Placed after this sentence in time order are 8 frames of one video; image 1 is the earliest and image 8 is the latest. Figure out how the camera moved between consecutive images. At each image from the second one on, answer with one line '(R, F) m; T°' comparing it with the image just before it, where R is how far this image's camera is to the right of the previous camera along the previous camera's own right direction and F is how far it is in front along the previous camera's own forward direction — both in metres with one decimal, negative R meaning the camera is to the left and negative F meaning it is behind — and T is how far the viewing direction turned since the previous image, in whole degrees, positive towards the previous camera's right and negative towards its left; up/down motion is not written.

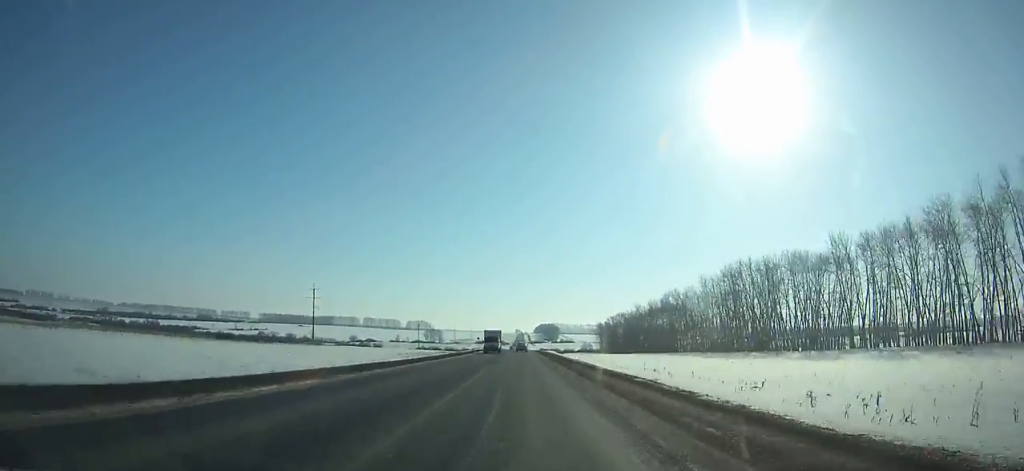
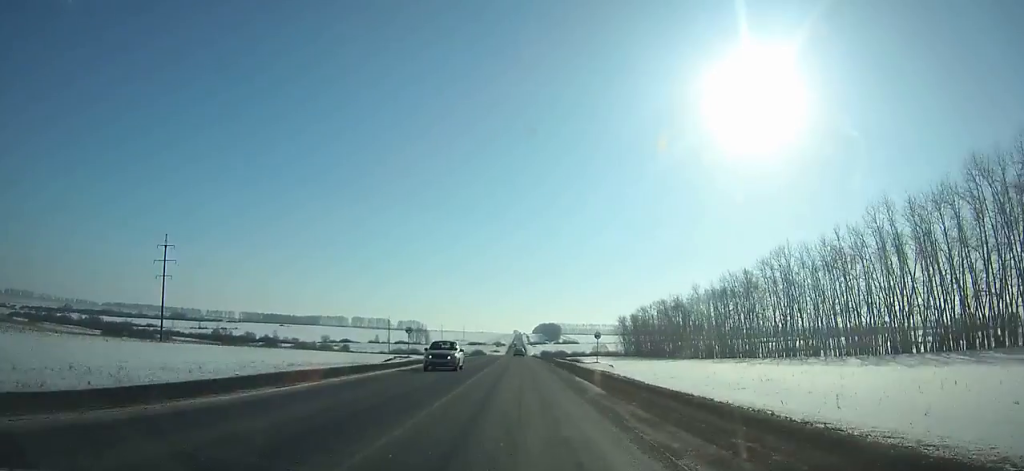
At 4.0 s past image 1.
(0.0, +89.9) m; 0°
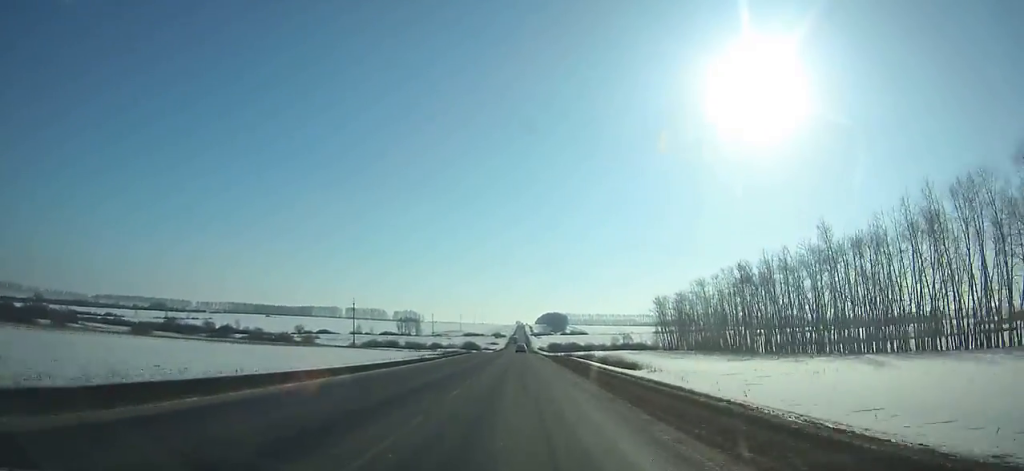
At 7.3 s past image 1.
(+0.1, +75.0) m; 0°
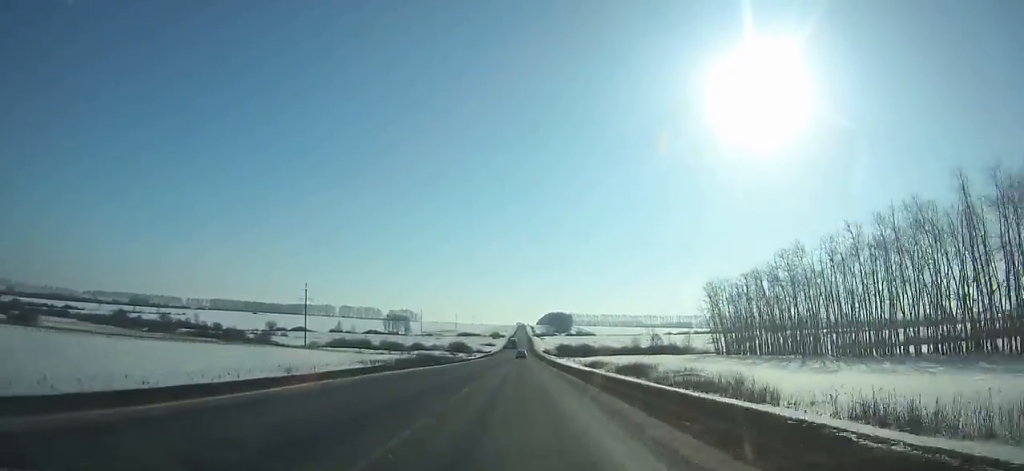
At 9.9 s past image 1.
(+0.1, +59.8) m; 0°
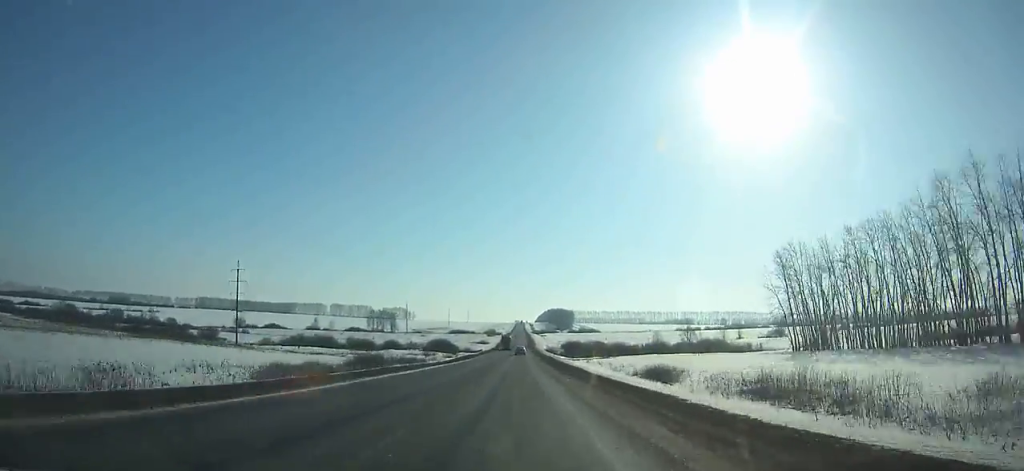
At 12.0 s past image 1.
(0.0, +49.1) m; 0°
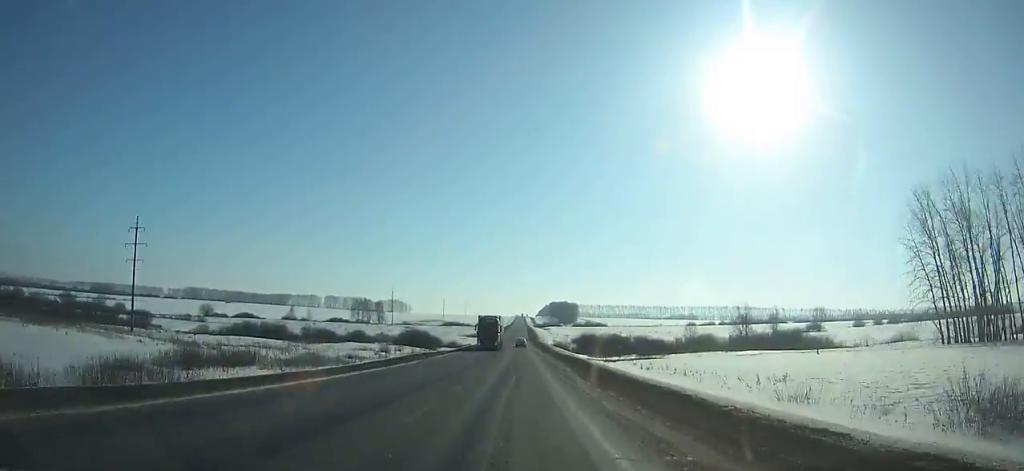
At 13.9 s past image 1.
(0.0, +45.1) m; 0°
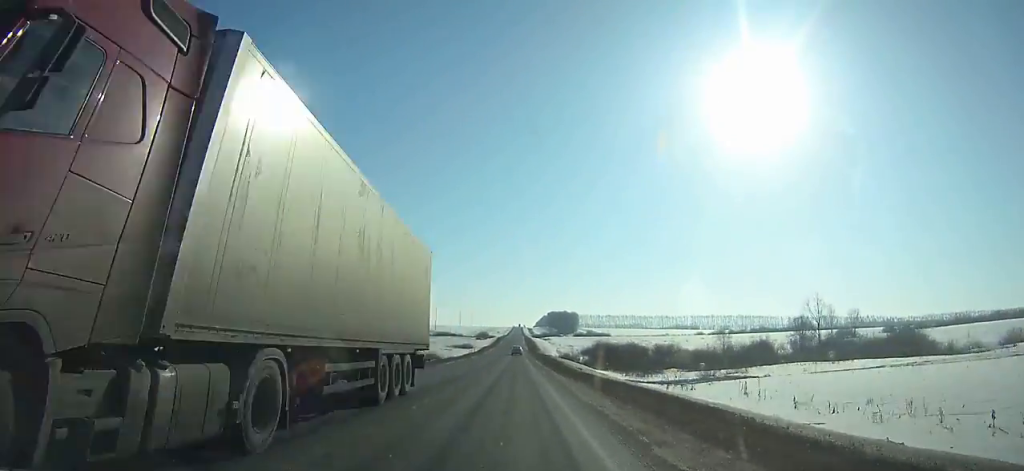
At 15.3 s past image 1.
(0.0, +33.5) m; 0°
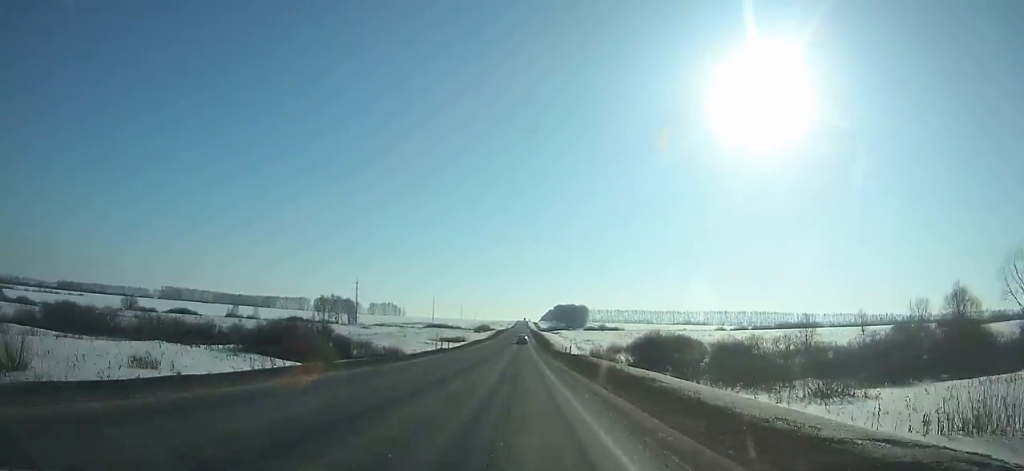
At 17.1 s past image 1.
(0.0, +43.4) m; 0°
